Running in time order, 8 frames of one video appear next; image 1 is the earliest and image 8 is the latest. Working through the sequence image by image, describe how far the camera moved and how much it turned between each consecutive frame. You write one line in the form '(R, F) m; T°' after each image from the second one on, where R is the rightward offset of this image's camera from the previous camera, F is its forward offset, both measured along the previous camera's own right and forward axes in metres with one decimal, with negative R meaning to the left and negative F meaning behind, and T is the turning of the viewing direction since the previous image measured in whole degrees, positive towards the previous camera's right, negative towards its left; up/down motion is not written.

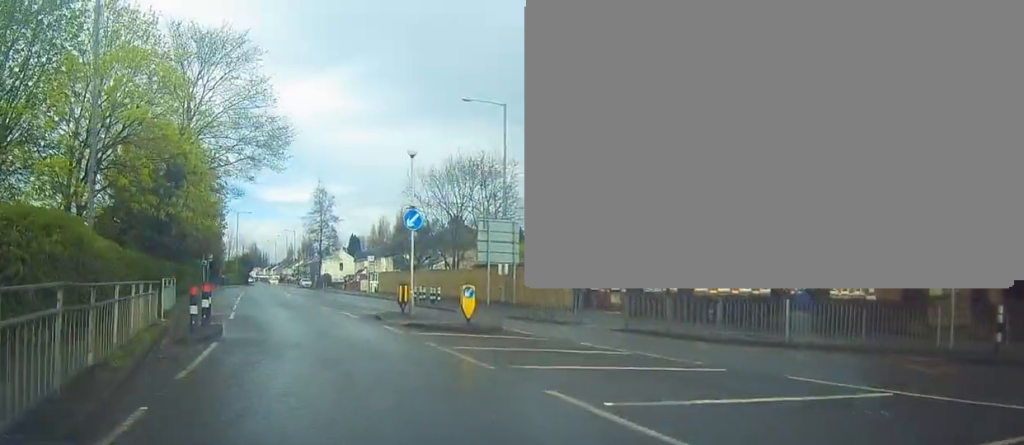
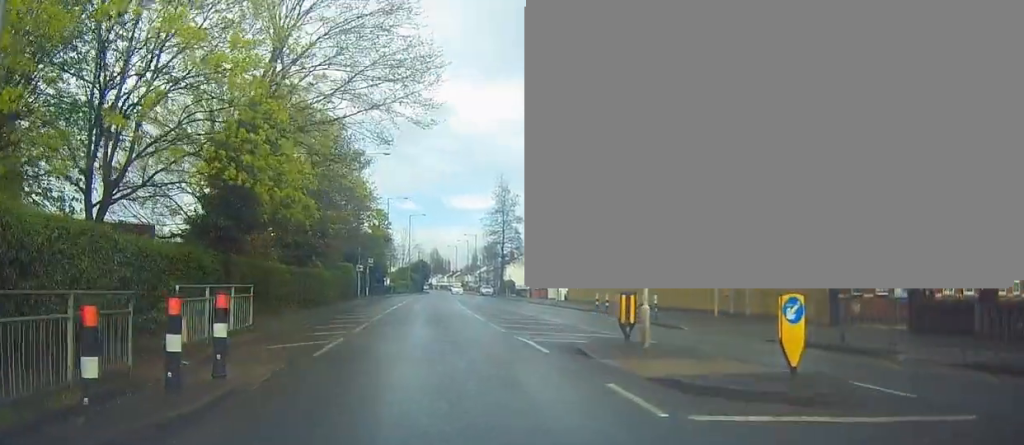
(-1.0, +8.6) m; -13°
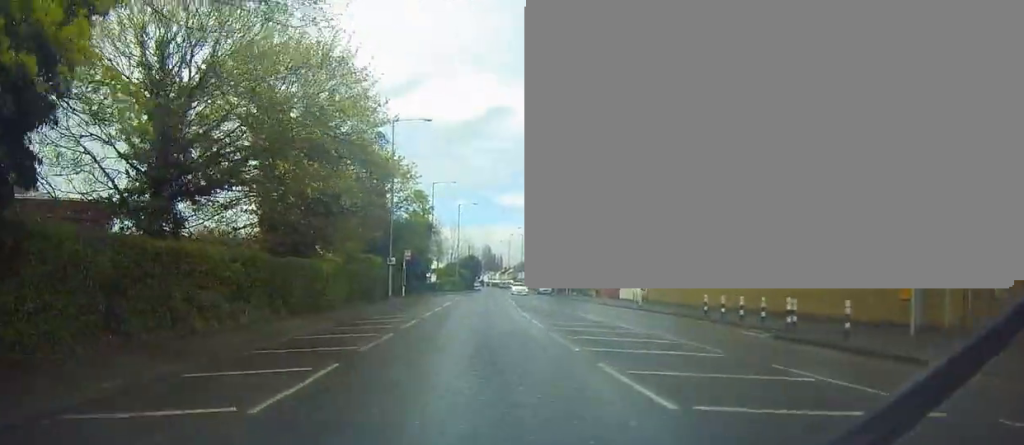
(-0.8, +10.9) m; -8°
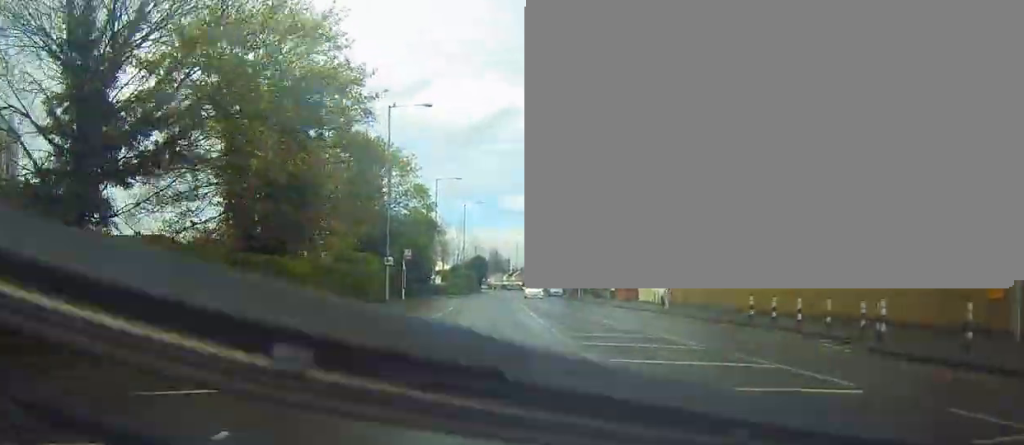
(-0.2, +4.7) m; 0°
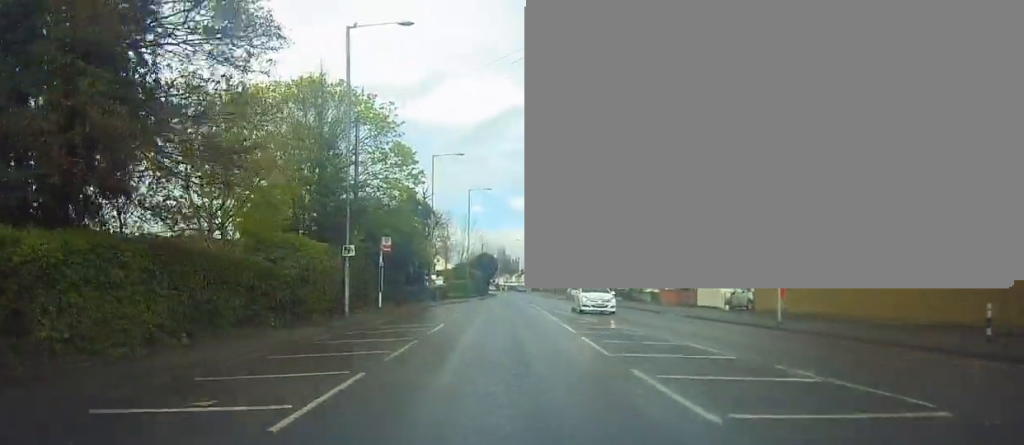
(+0.2, +13.3) m; +1°
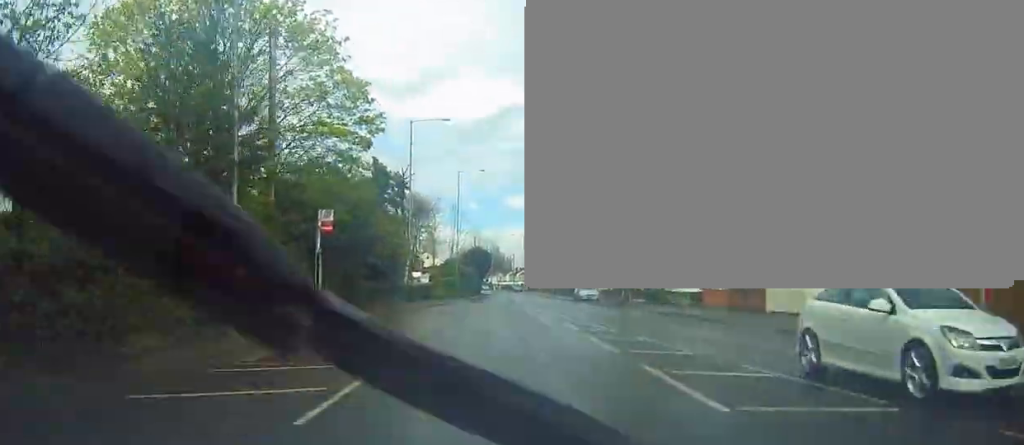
(-0.3, +11.5) m; -1°
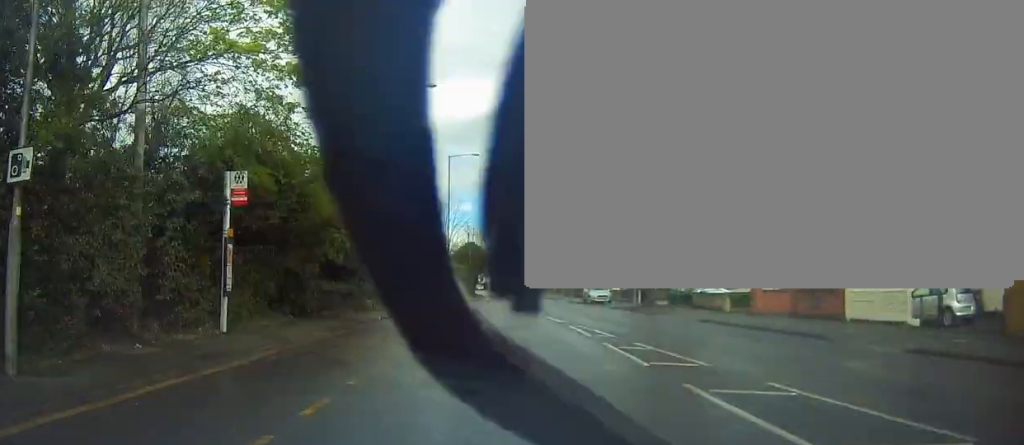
(+0.1, +7.7) m; 0°
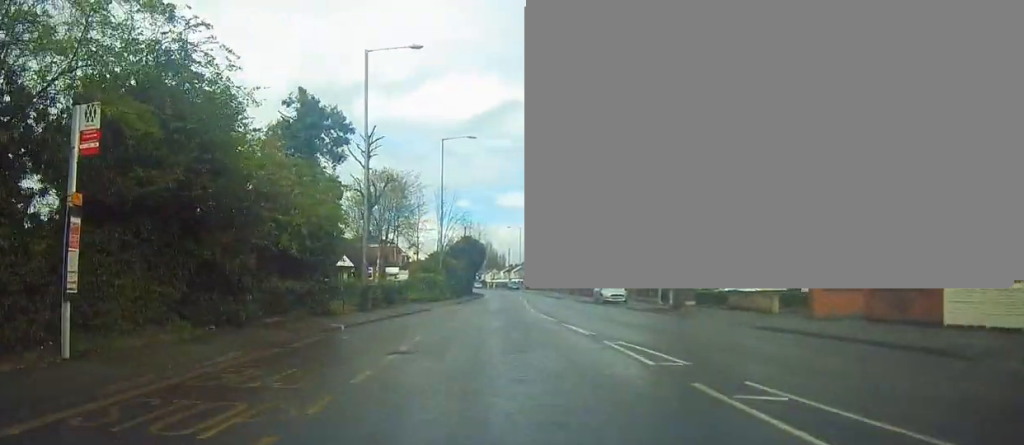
(0.0, +6.1) m; 0°
